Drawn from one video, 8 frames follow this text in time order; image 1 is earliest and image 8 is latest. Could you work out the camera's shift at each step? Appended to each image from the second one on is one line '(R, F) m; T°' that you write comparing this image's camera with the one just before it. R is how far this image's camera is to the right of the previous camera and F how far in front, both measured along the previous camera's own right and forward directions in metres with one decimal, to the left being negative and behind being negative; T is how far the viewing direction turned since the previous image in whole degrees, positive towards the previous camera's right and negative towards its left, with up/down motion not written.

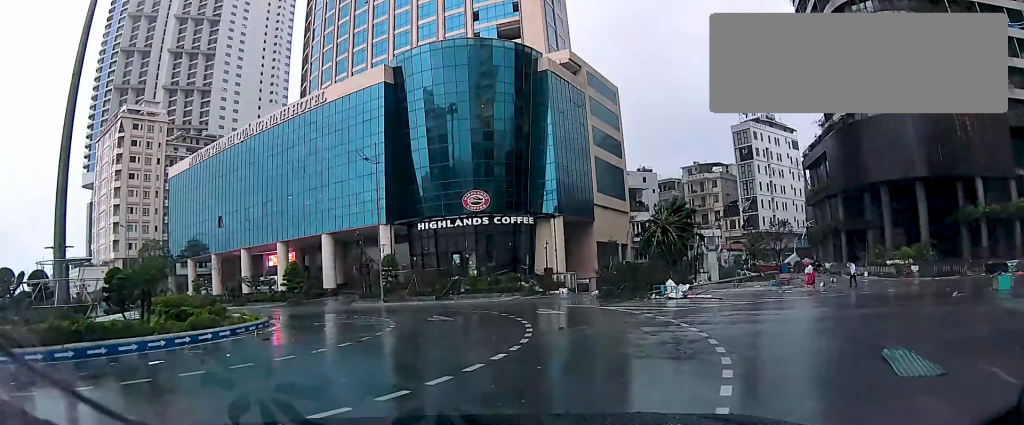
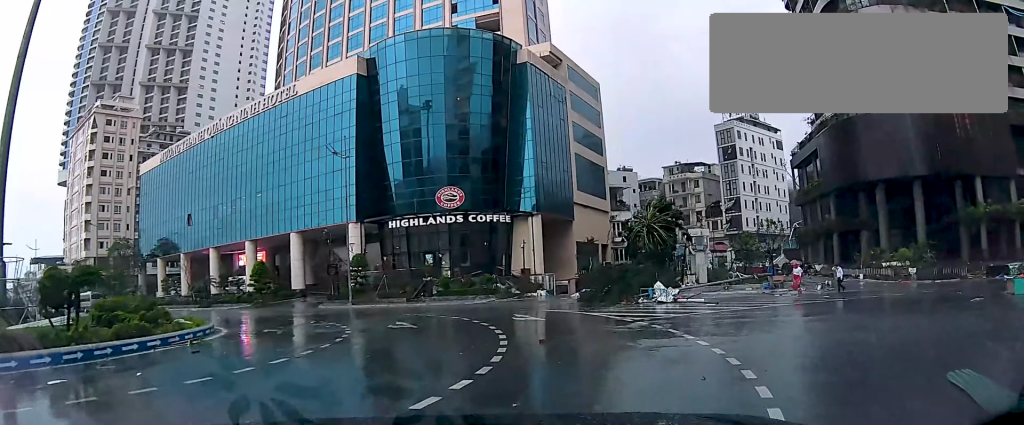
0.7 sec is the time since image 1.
(-0.2, +2.6) m; -1°
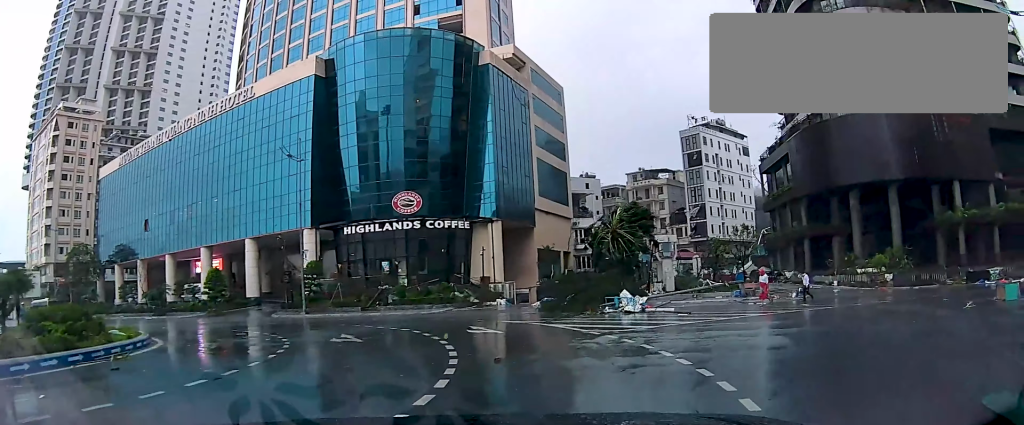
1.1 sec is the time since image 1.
(0.0, +1.7) m; +2°
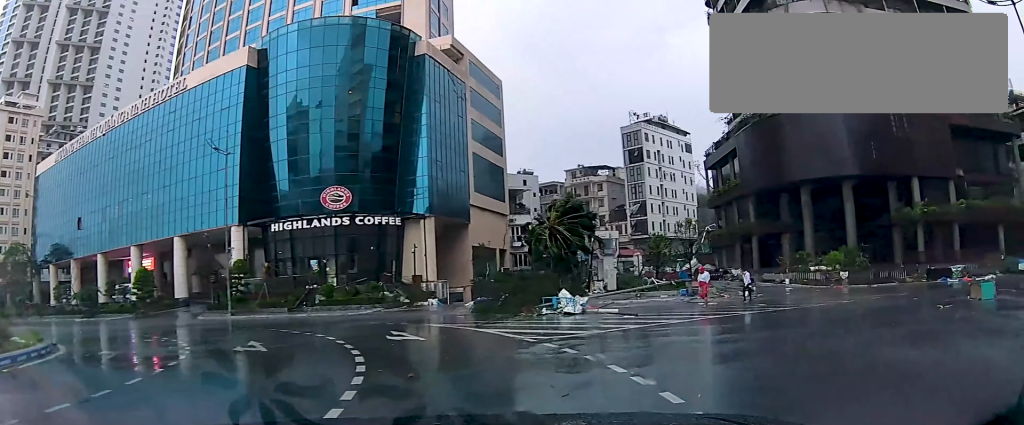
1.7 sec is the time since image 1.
(0.0, +1.9) m; +8°
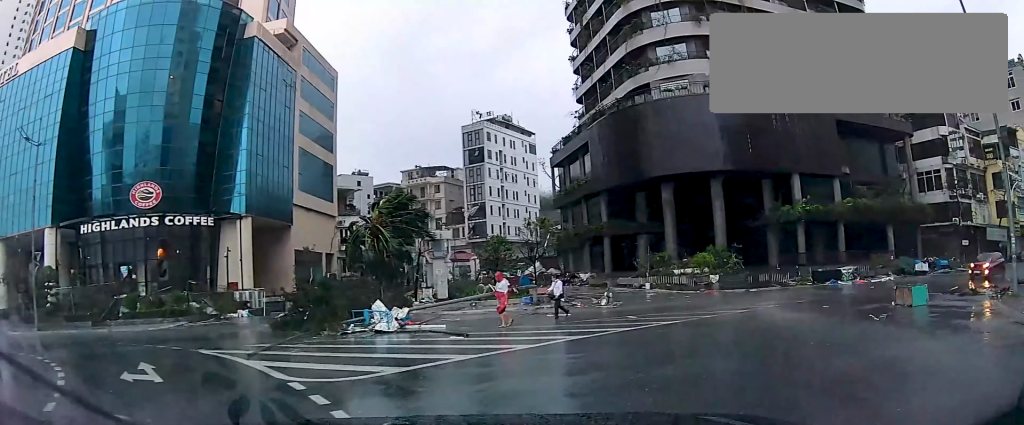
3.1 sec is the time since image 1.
(+0.9, +4.1) m; +25°
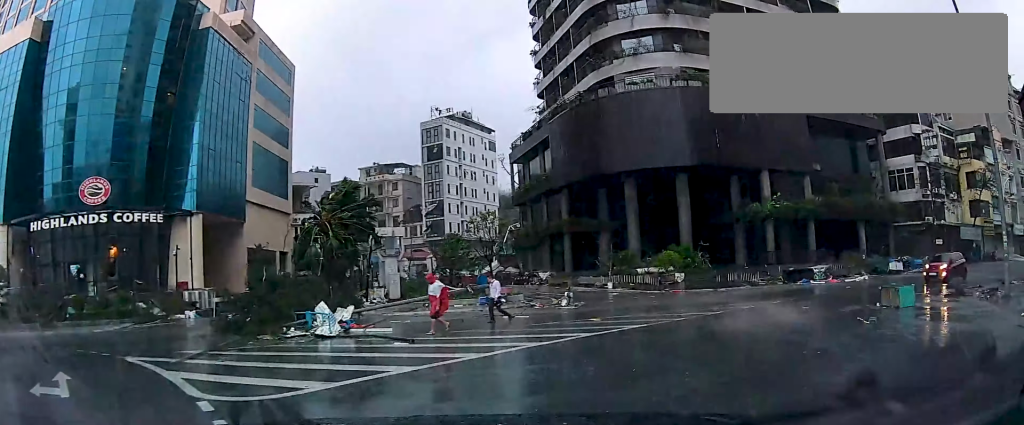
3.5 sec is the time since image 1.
(+0.1, +1.1) m; +4°
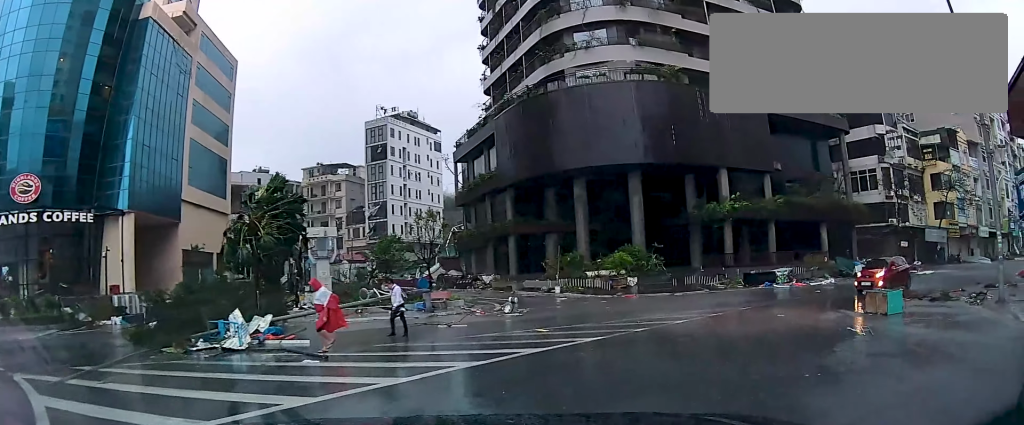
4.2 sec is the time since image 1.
(+0.1, +1.7) m; +4°
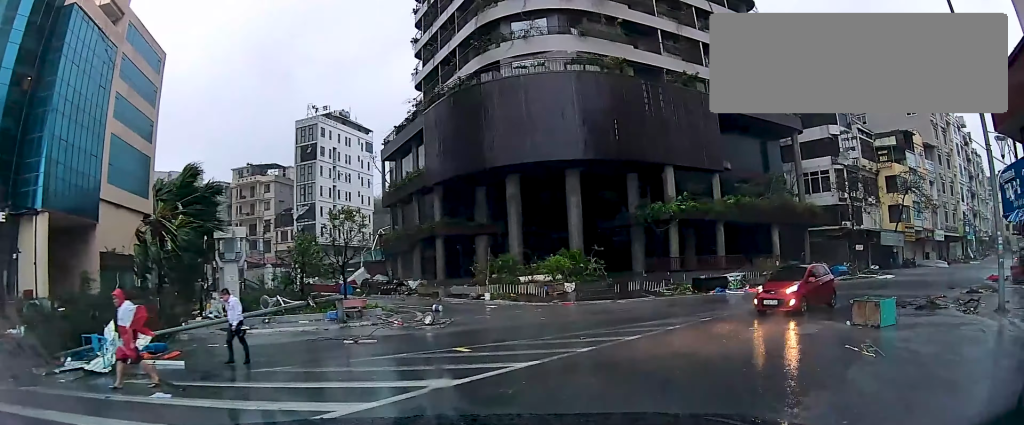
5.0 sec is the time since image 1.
(0.0, +2.3) m; +2°
